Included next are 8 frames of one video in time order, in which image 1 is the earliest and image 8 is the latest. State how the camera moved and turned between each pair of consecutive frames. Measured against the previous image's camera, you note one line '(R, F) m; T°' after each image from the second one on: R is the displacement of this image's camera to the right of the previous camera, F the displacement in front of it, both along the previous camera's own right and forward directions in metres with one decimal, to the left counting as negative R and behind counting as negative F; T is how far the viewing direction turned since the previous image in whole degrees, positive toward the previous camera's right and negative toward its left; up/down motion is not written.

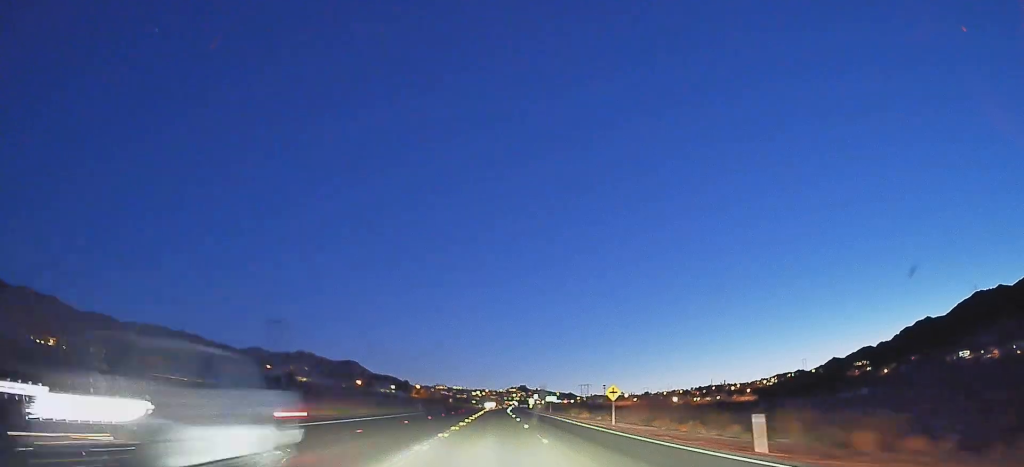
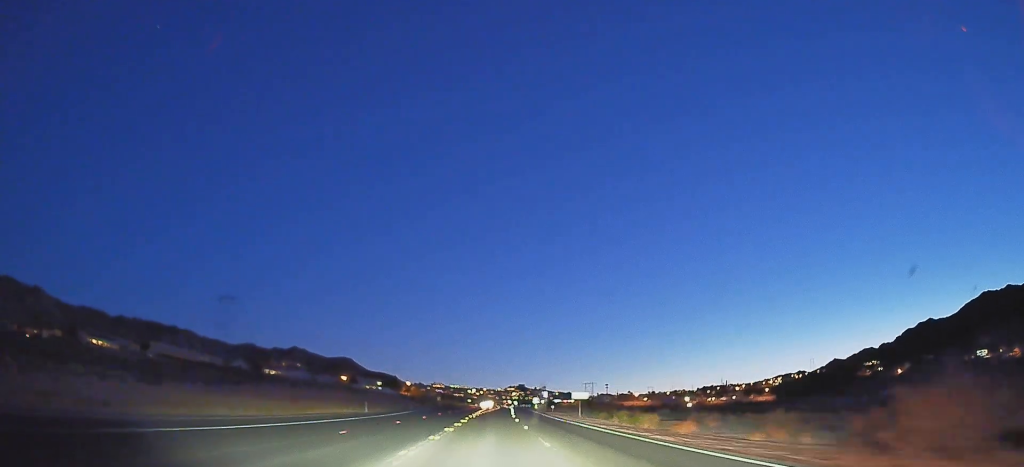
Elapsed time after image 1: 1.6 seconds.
(+0.2, +39.2) m; +2°
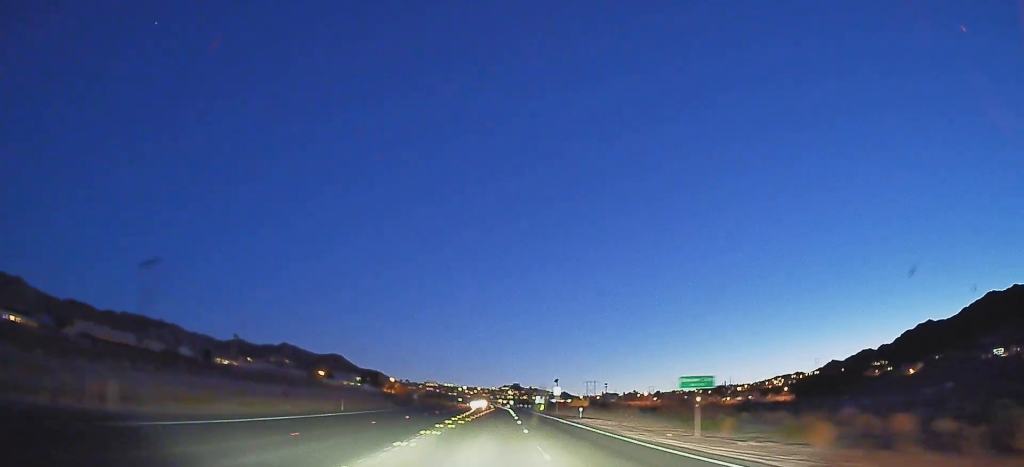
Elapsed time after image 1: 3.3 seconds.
(+1.3, +40.7) m; +2°
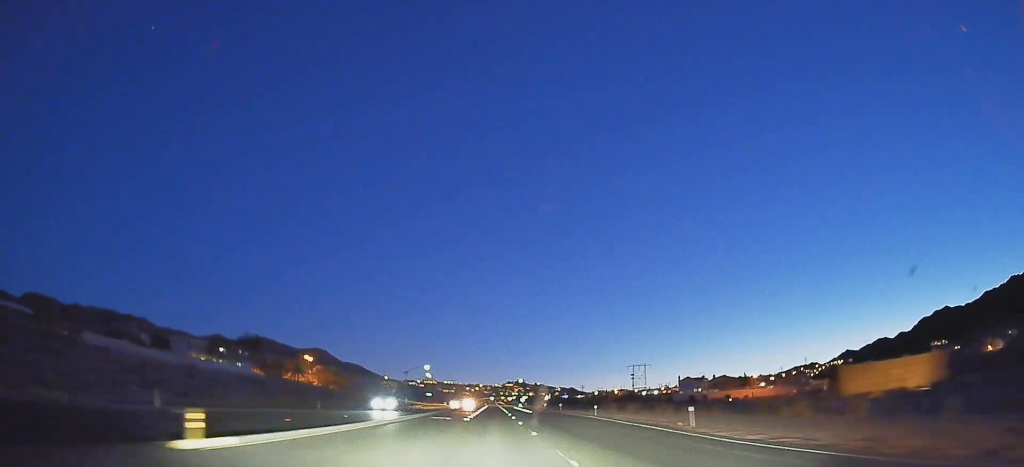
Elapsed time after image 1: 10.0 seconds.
(+3.3, +158.6) m; +1°
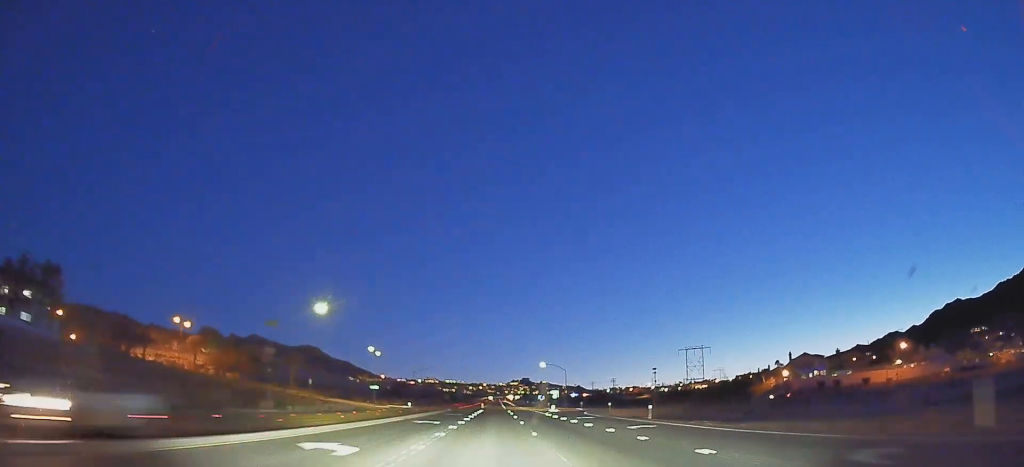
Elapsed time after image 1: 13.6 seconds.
(-0.5, +84.7) m; 0°
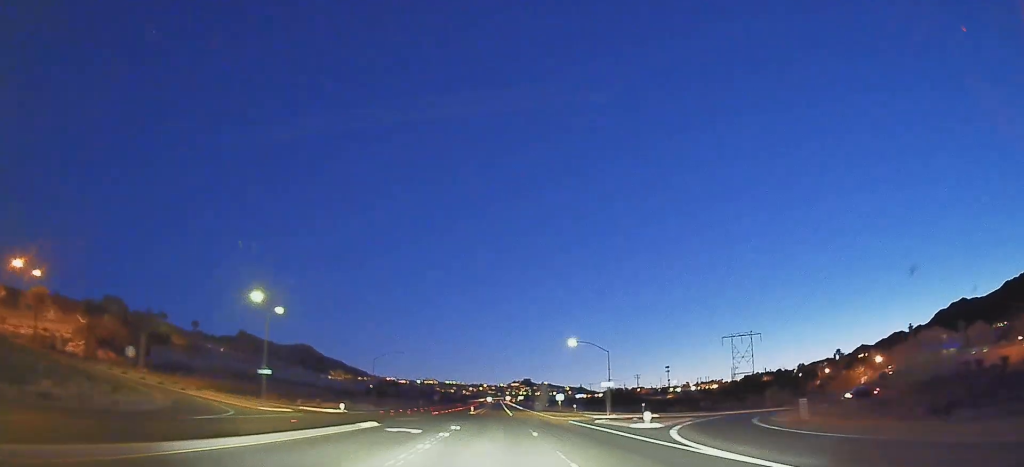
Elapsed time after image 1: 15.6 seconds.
(+0.3, +47.5) m; 0°
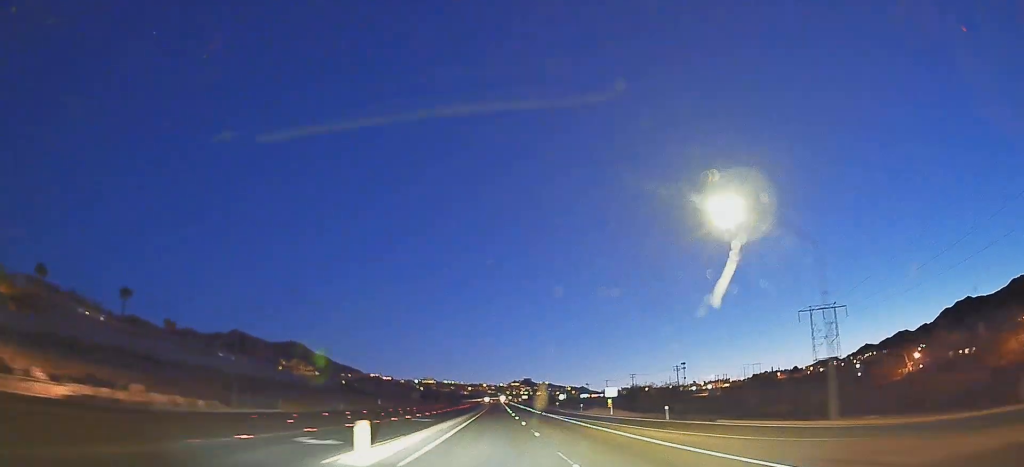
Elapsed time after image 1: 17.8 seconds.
(-0.1, +53.0) m; 0°
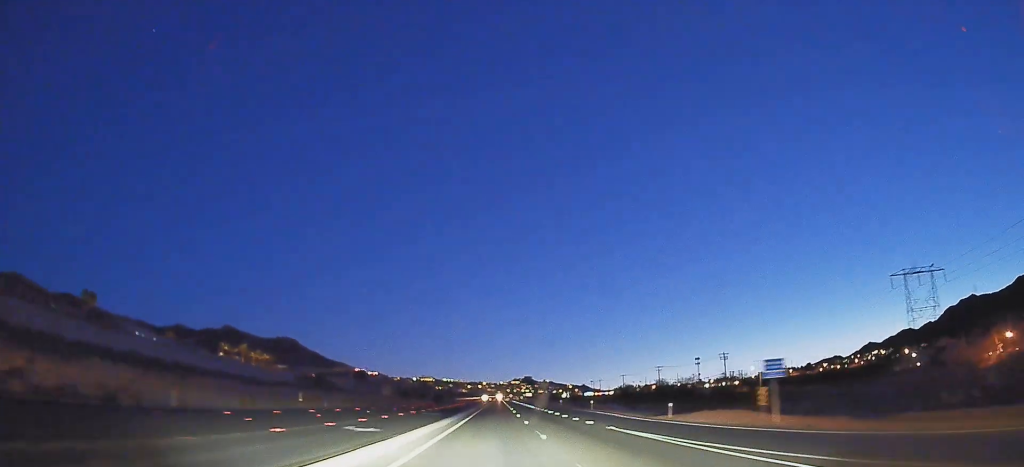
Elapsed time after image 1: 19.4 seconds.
(-0.4, +38.9) m; 0°
